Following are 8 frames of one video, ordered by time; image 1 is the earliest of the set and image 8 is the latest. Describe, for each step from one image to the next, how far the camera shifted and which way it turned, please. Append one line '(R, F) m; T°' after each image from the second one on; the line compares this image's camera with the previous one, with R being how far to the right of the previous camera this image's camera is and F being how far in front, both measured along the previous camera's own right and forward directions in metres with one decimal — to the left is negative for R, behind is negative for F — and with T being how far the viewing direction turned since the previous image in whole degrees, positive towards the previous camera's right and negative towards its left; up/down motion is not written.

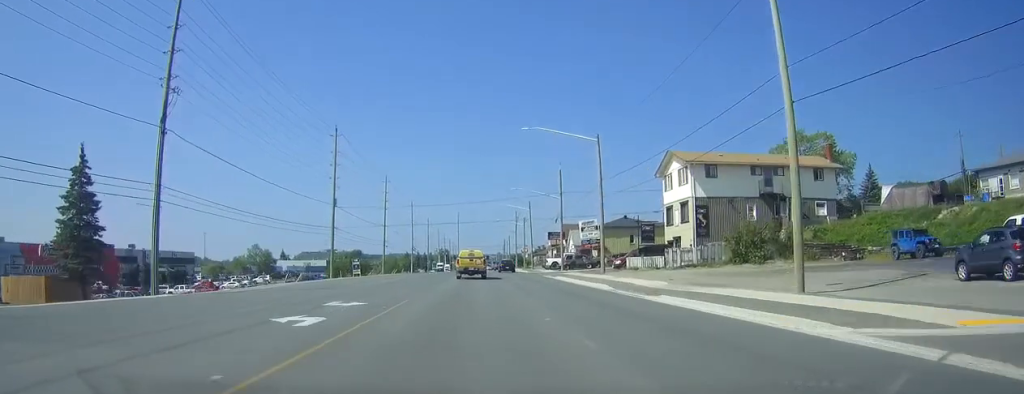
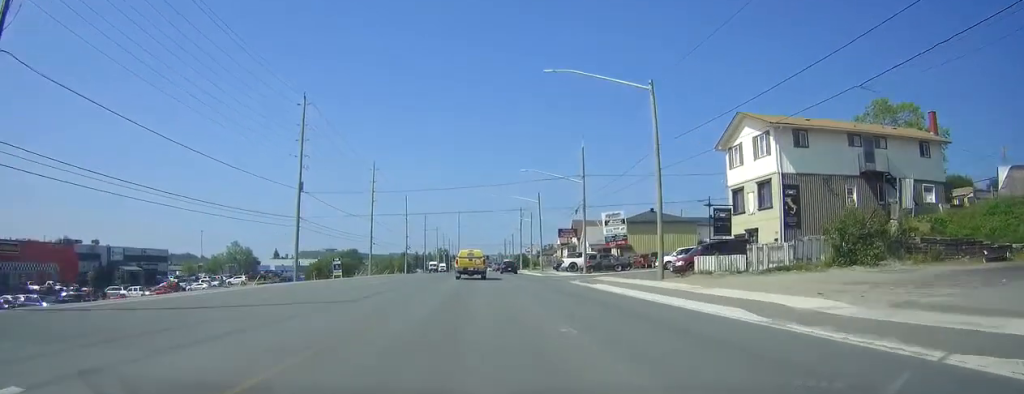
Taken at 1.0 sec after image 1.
(+0.1, +16.4) m; 0°
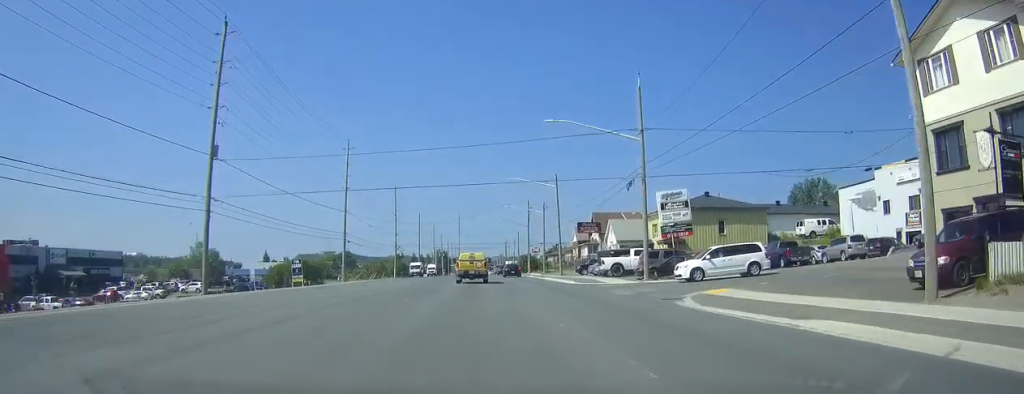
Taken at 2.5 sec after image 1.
(-0.1, +22.8) m; 0°
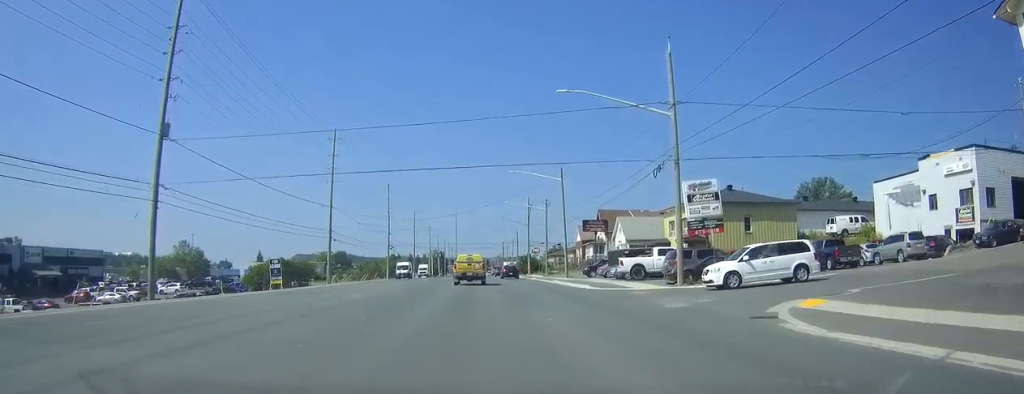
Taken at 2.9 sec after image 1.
(0.0, +7.4) m; 0°
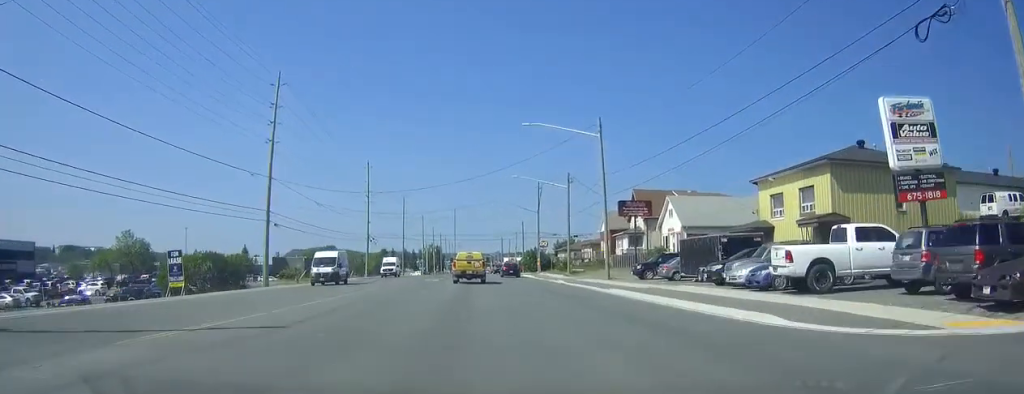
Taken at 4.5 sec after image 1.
(+0.2, +24.3) m; +1°
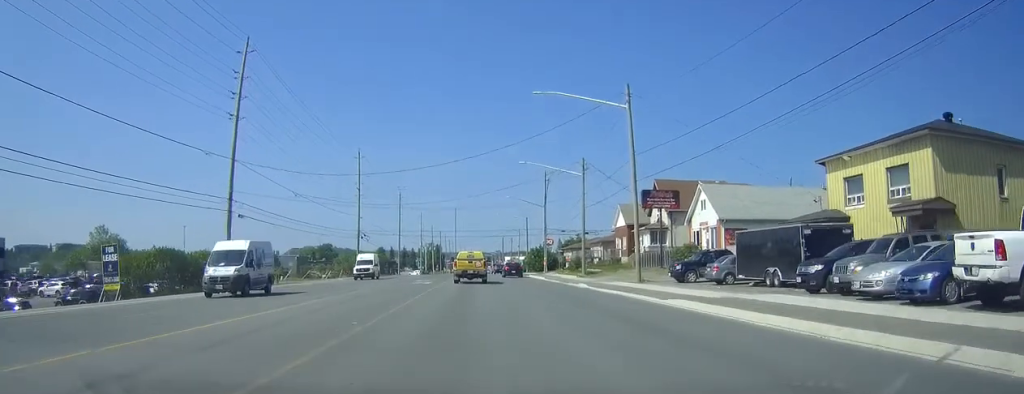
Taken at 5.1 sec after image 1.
(0.0, +9.5) m; 0°
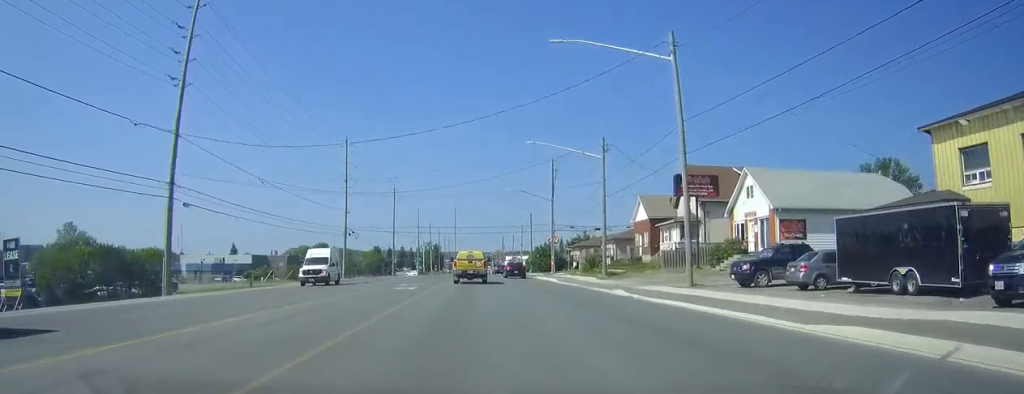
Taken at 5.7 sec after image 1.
(0.0, +10.1) m; 0°
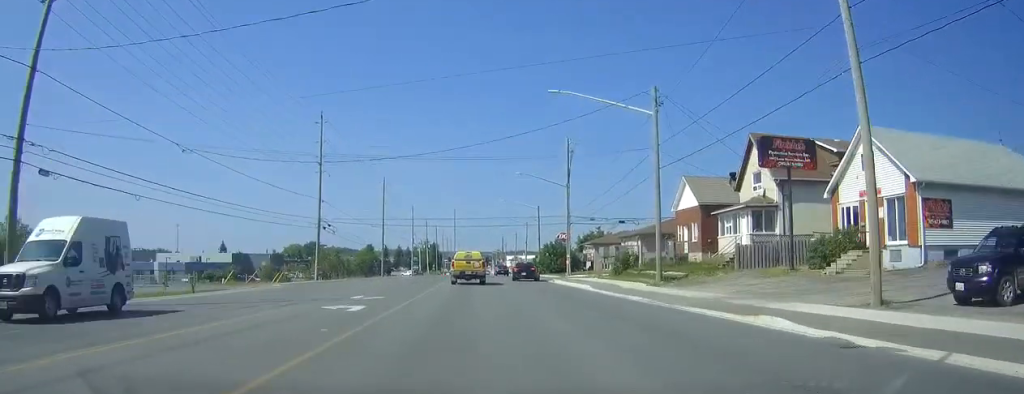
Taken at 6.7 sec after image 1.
(-0.1, +15.4) m; 0°
